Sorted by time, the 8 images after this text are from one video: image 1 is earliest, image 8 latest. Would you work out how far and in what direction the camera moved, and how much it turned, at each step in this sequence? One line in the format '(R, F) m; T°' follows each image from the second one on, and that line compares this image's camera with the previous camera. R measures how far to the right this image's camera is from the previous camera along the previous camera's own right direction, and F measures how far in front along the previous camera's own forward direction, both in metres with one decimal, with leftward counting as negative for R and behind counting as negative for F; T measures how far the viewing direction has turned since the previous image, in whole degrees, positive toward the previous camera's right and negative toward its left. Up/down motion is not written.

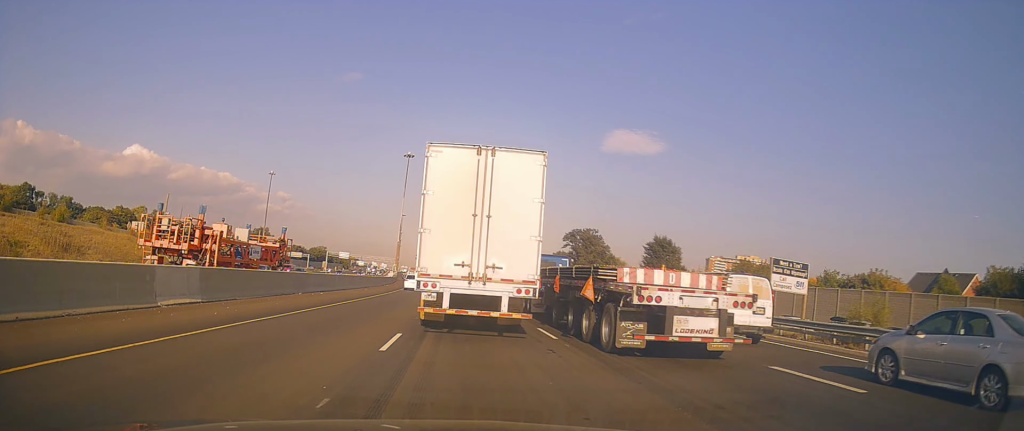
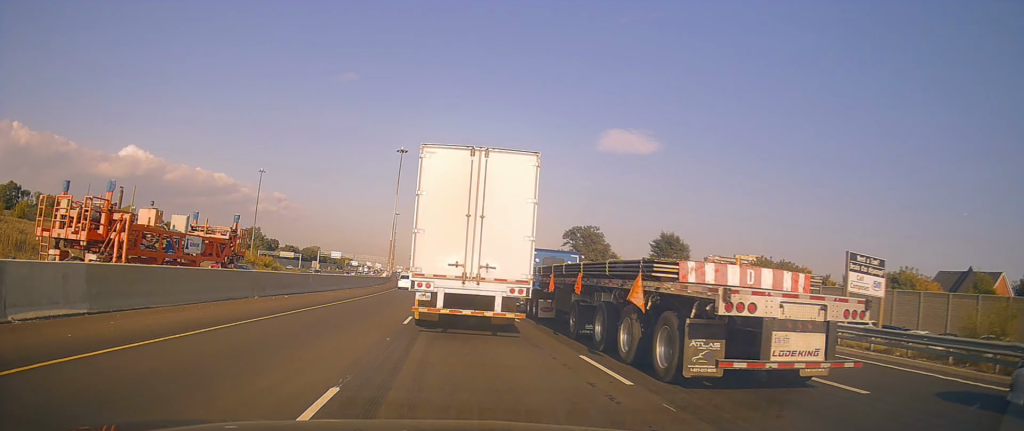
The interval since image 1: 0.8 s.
(+0.8, +6.4) m; 0°
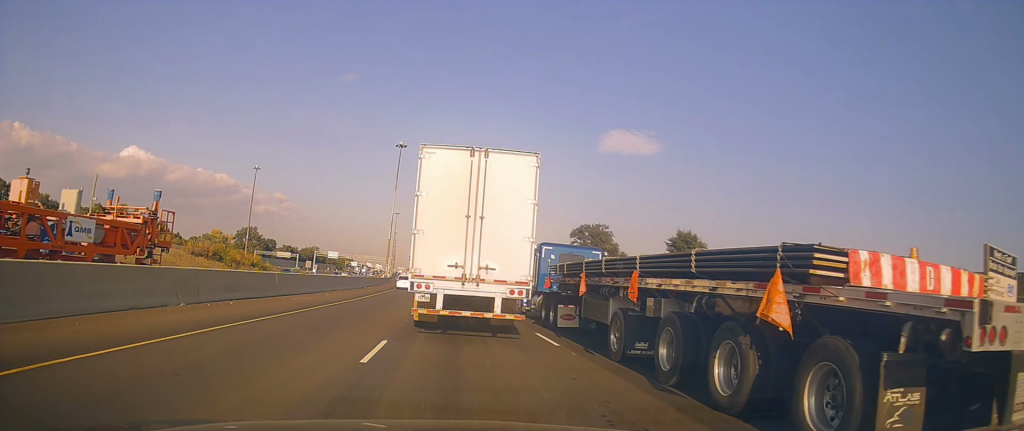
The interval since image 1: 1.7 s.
(-0.5, +7.3) m; +1°
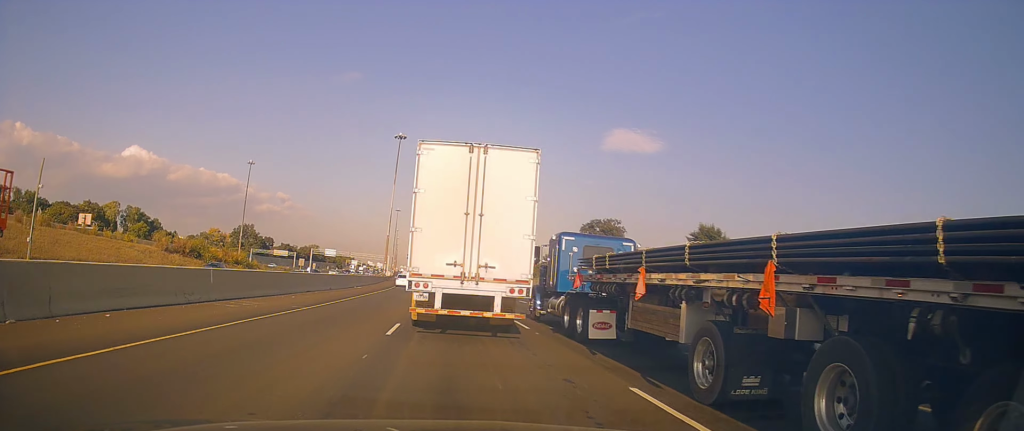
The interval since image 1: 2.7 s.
(+0.5, +8.2) m; 0°
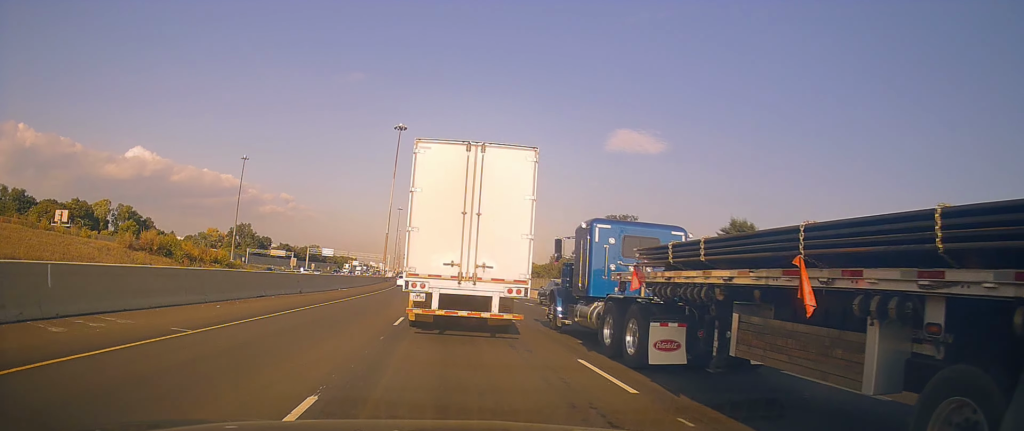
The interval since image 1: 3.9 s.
(-0.8, +9.5) m; -4°
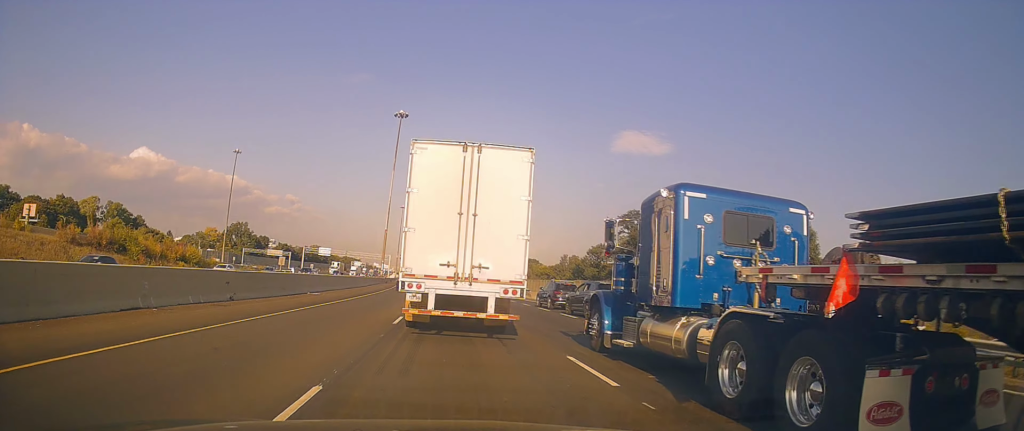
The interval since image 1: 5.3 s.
(+0.8, +11.7) m; +4°
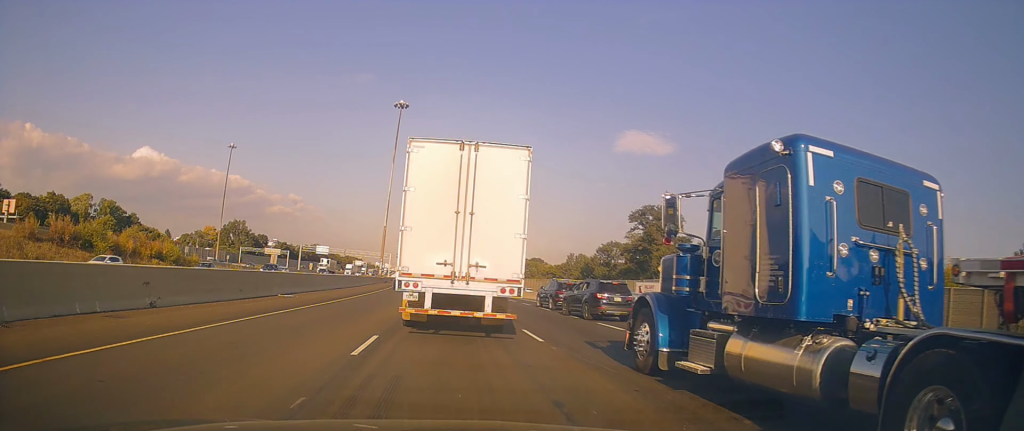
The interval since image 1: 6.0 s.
(+0.1, +6.6) m; -3°
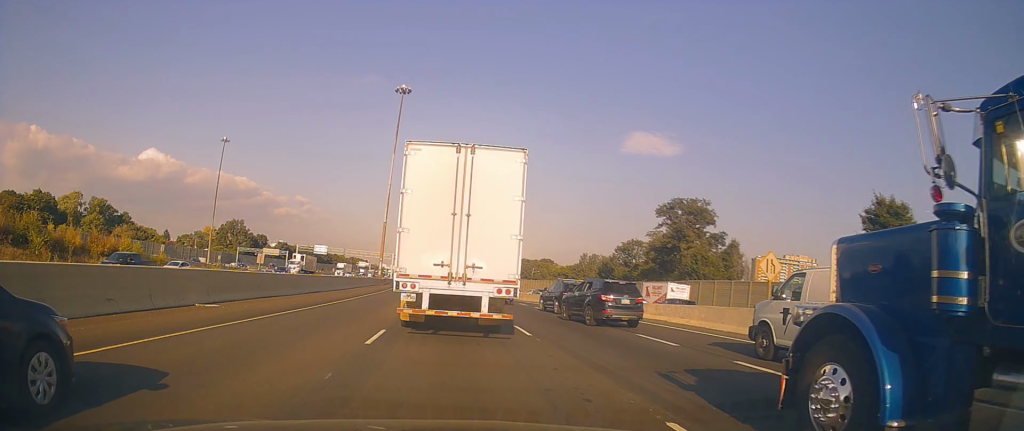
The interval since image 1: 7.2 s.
(-0.7, +10.6) m; -2°
